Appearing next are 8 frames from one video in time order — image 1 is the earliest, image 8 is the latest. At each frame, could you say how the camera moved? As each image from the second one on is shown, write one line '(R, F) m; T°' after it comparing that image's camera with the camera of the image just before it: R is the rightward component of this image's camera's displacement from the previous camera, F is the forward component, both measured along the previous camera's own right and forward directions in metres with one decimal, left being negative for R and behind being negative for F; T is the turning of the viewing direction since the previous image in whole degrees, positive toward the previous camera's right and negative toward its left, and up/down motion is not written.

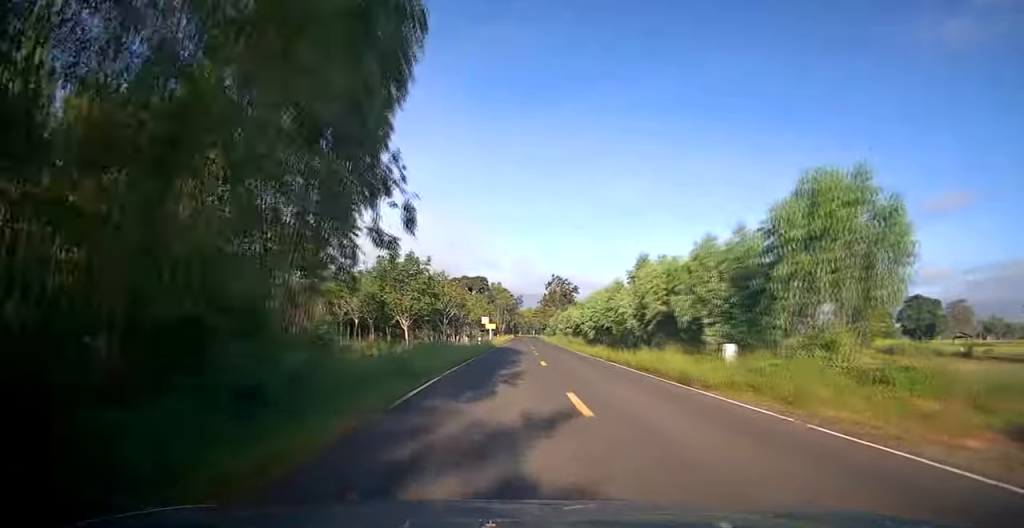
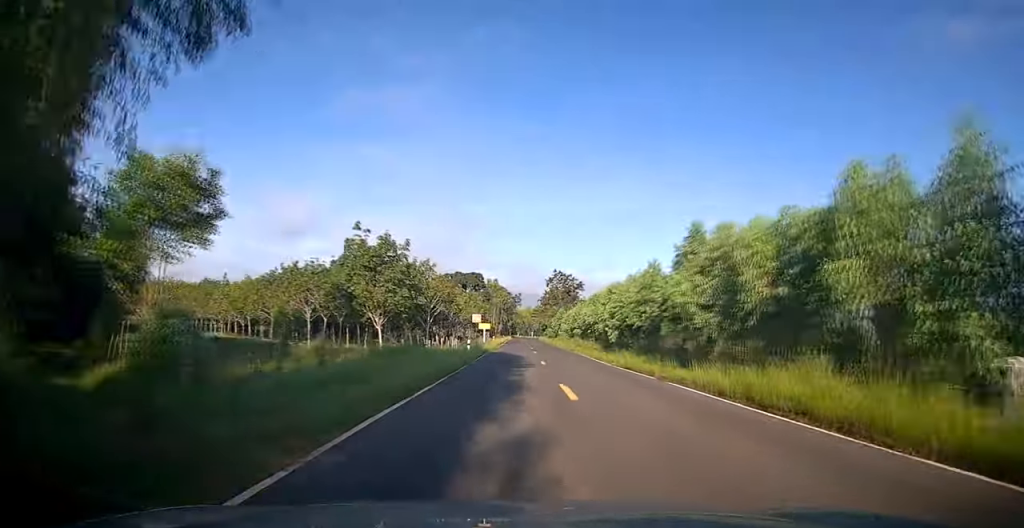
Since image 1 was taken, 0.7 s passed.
(+0.1, +10.0) m; +1°
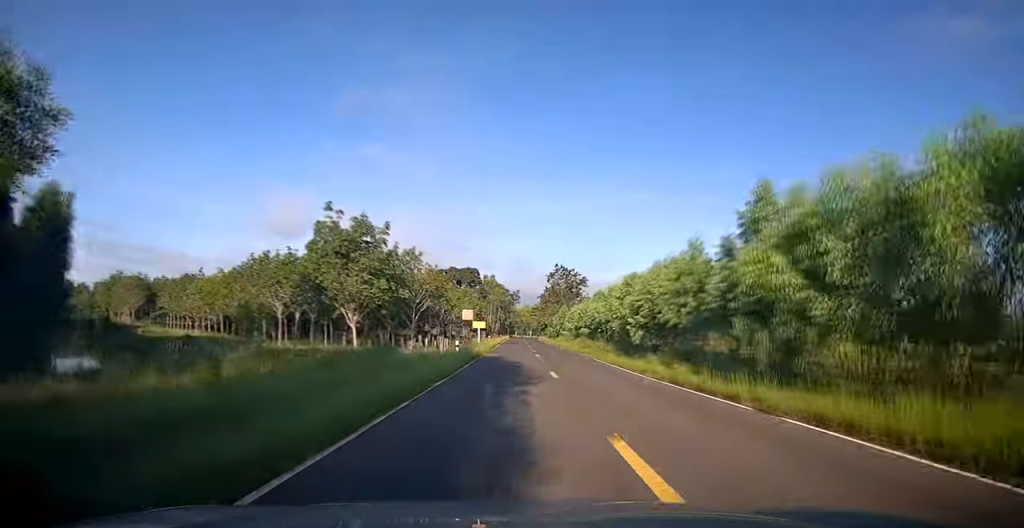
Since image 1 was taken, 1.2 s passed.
(0.0, +6.6) m; +1°
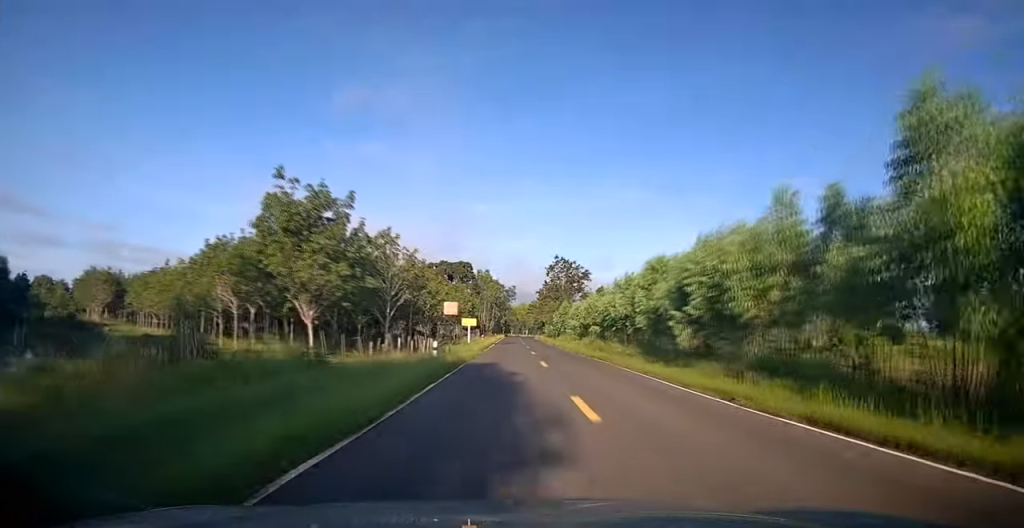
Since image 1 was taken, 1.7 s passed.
(+0.1, +7.5) m; 0°
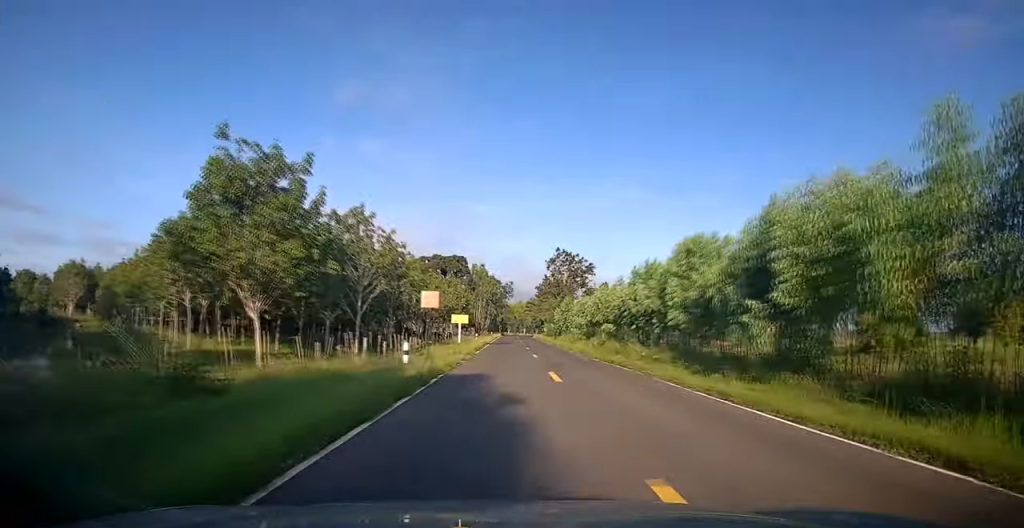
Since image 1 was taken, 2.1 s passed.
(+0.1, +6.1) m; 0°
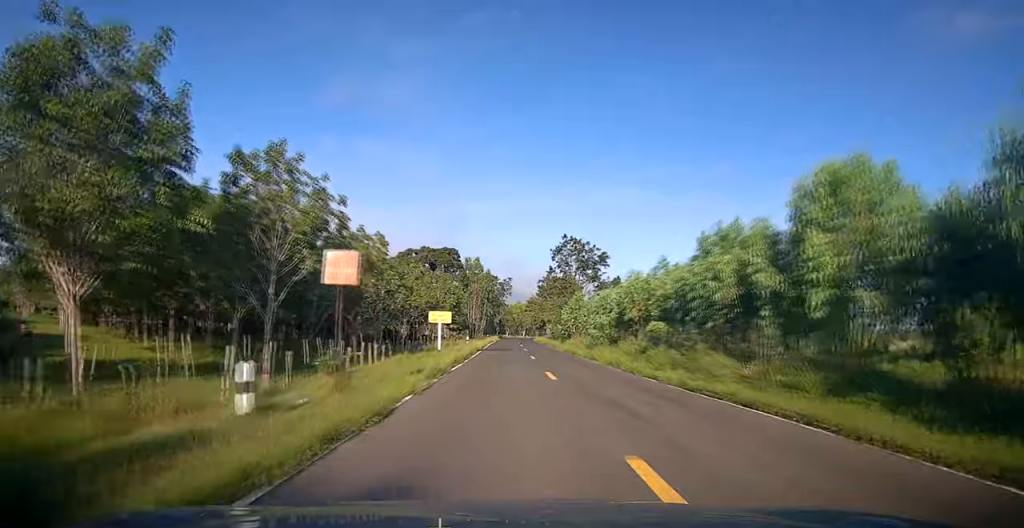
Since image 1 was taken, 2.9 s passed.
(-0.1, +10.9) m; 0°
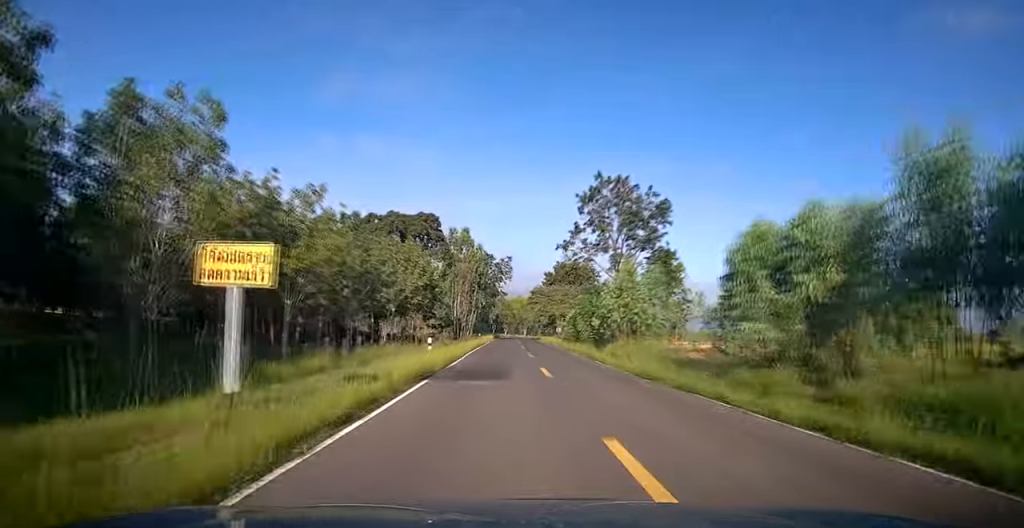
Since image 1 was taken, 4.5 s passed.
(+0.1, +23.0) m; 0°
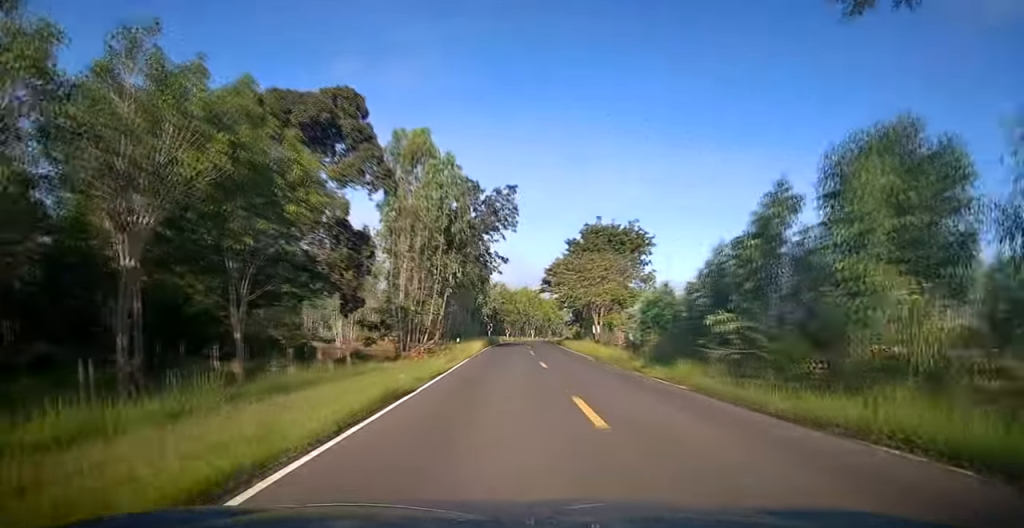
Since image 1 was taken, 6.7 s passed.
(-0.1, +32.2) m; 0°
